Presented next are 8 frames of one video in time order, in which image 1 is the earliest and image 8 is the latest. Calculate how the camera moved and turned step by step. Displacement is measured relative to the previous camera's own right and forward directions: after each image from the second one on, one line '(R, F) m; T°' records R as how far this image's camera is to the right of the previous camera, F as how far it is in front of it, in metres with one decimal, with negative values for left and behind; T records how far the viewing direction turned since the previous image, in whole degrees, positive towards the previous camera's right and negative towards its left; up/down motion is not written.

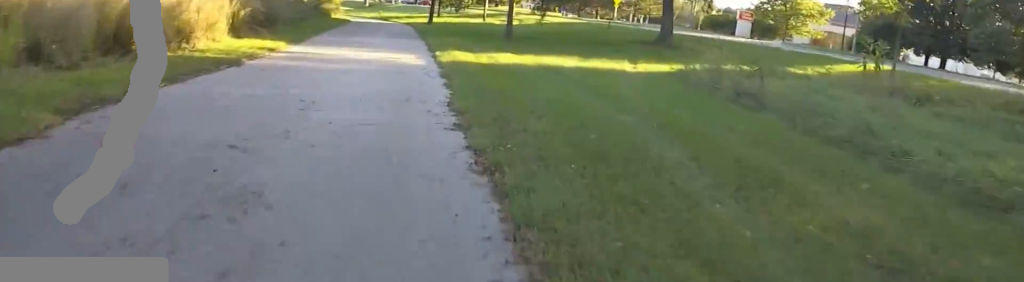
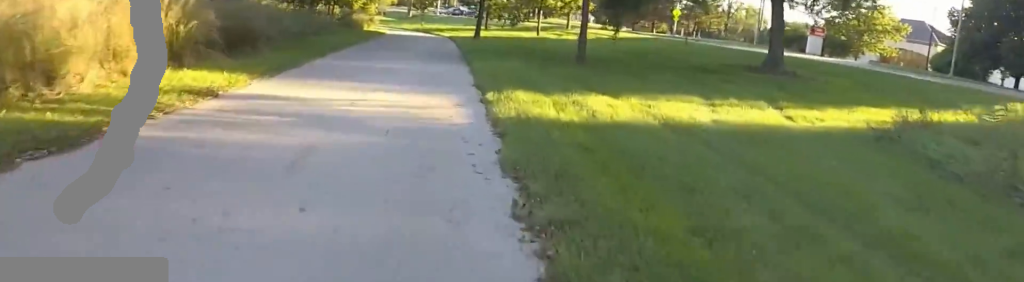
(-0.1, +5.7) m; +3°
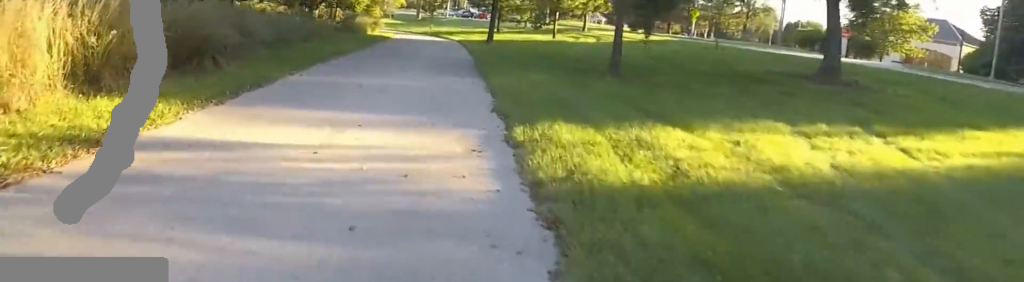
(+0.1, +2.9) m; +1°
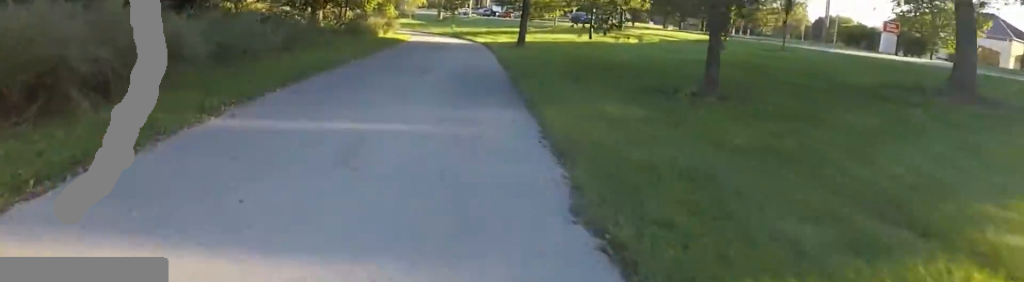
(+0.4, +4.8) m; 0°
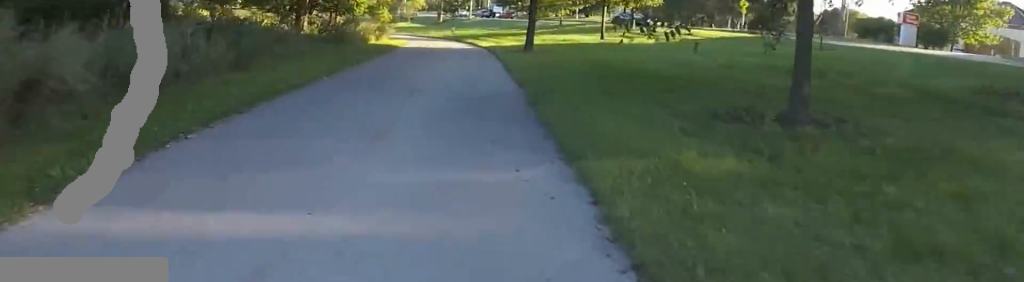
(-0.2, +3.1) m; -3°
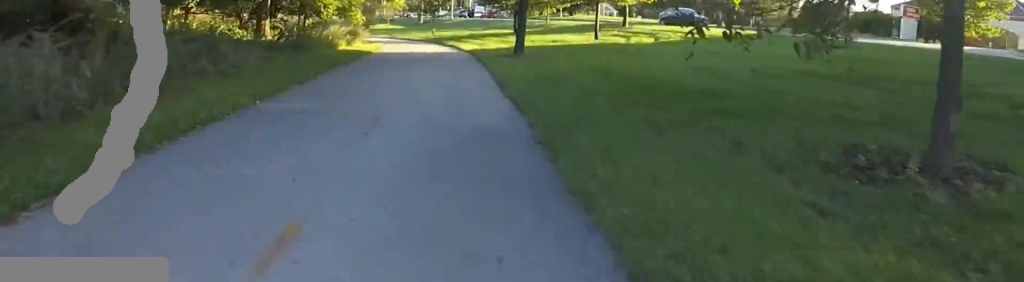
(-0.2, +3.1) m; -3°
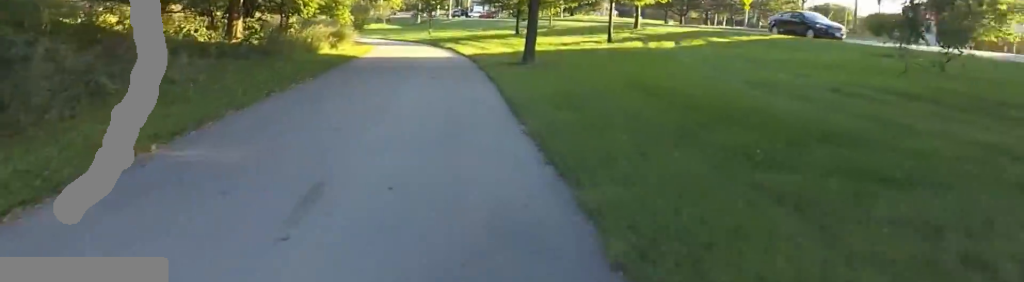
(-0.1, +3.2) m; -2°
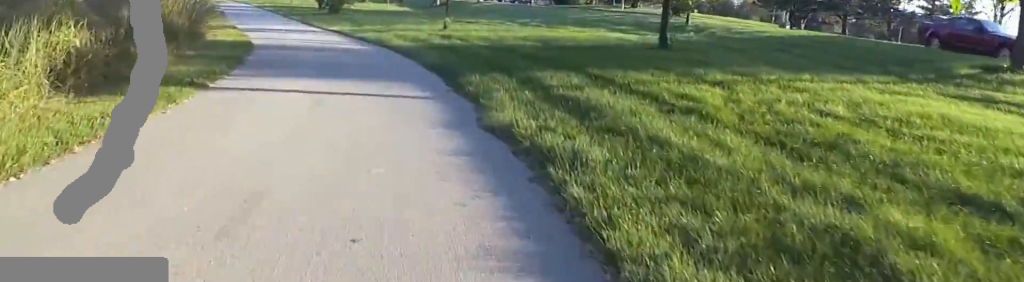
(-0.4, +24.5) m; -3°
